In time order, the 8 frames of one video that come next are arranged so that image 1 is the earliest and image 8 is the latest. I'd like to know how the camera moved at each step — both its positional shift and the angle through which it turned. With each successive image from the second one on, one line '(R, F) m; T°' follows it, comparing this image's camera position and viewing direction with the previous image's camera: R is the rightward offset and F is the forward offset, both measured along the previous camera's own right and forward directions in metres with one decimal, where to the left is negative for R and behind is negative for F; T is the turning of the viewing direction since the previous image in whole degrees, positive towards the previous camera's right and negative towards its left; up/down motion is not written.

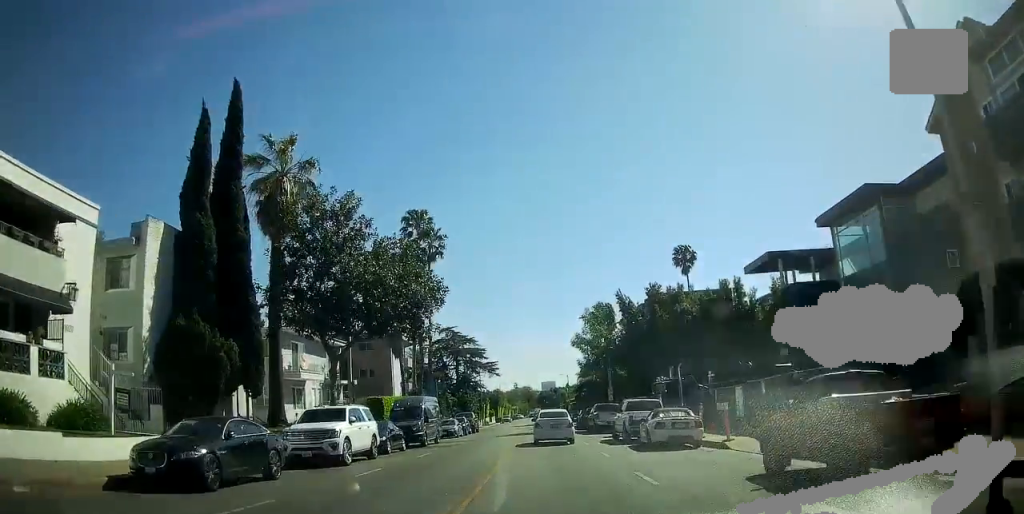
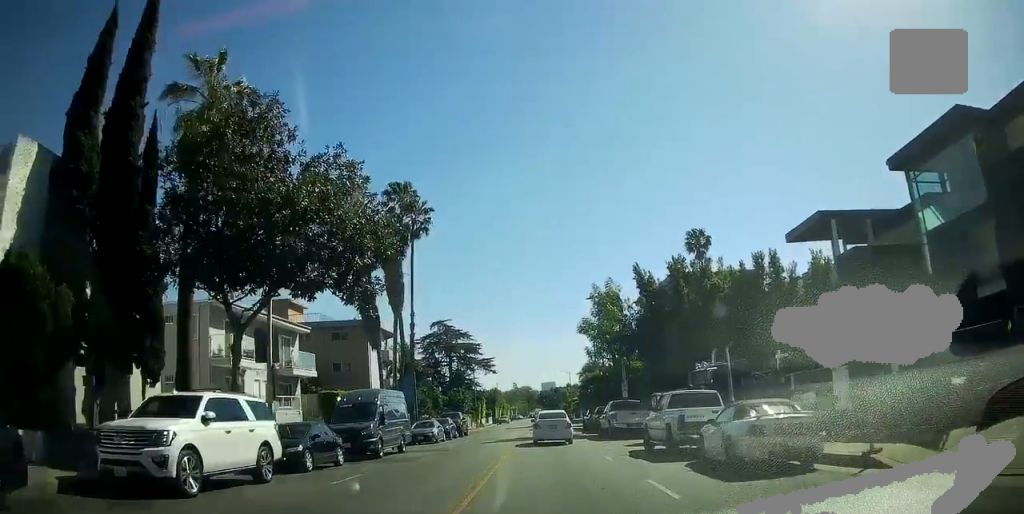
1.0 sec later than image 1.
(0.0, +10.7) m; 0°
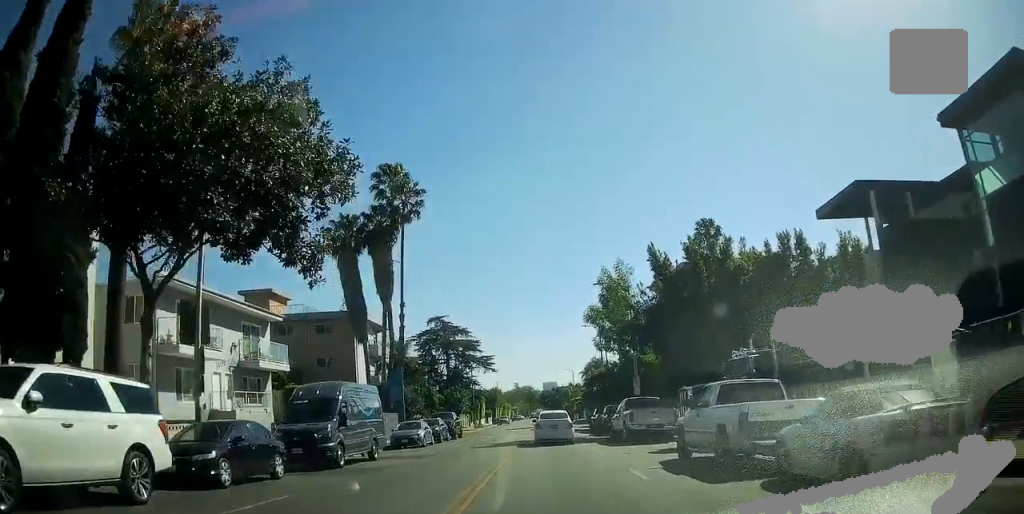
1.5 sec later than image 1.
(0.0, +5.7) m; 0°
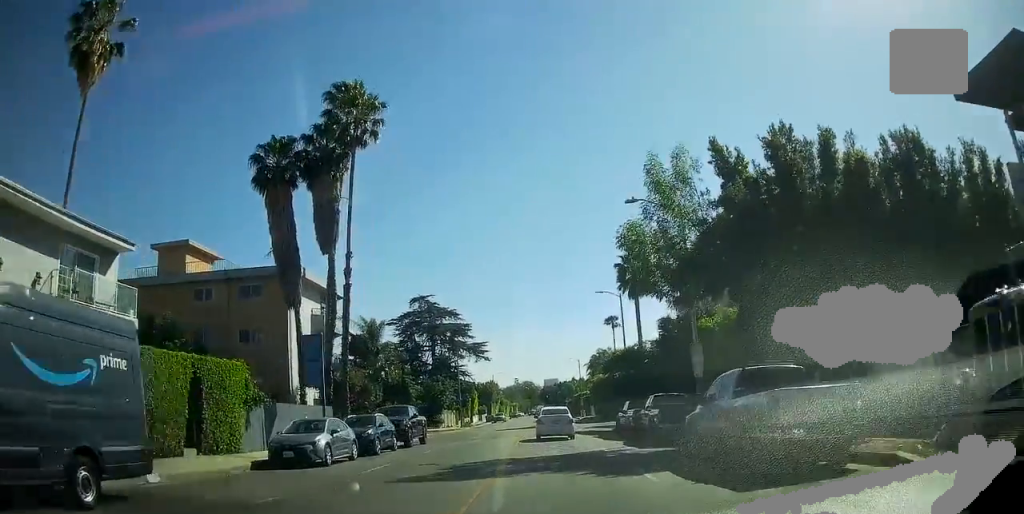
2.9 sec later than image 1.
(0.0, +16.0) m; 0°
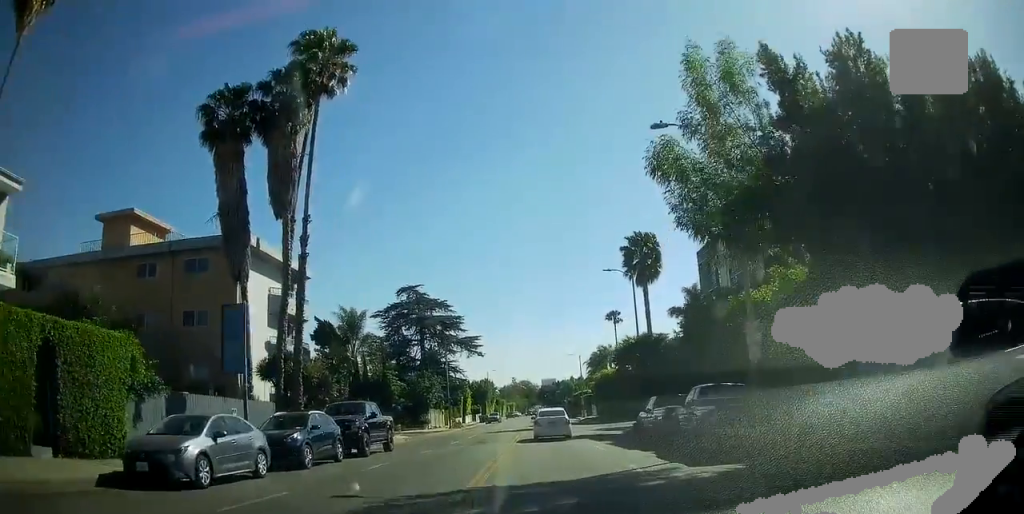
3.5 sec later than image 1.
(0.0, +6.9) m; 0°
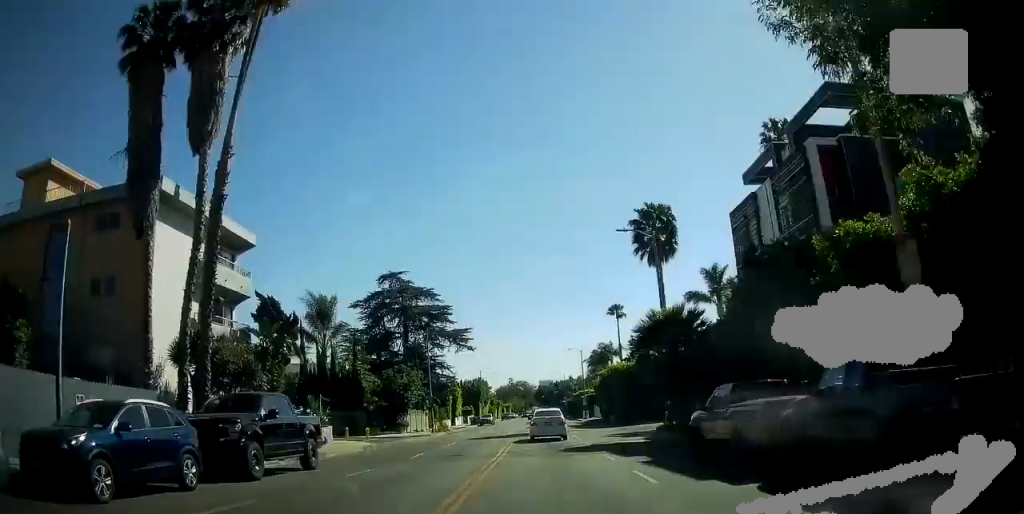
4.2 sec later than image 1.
(0.0, +8.8) m; 0°
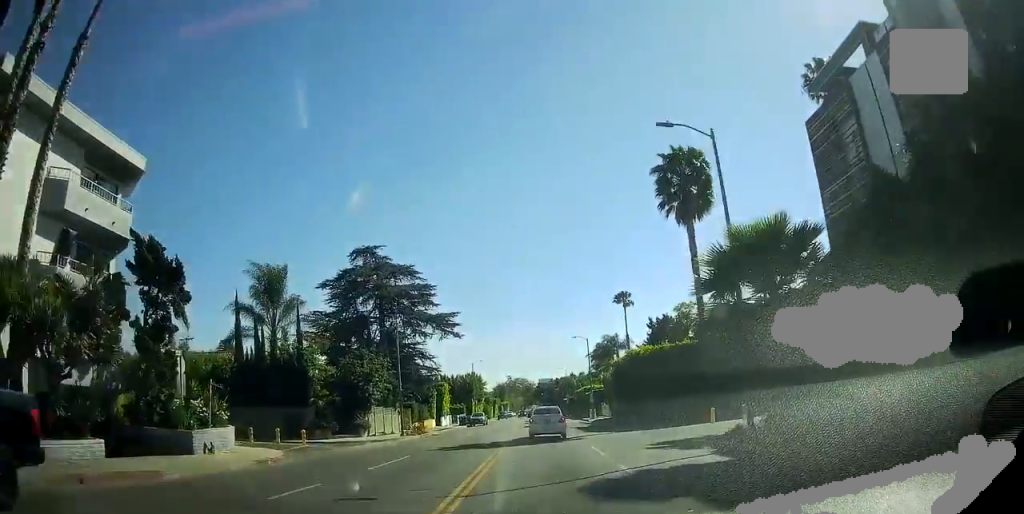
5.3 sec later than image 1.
(0.0, +11.5) m; -2°
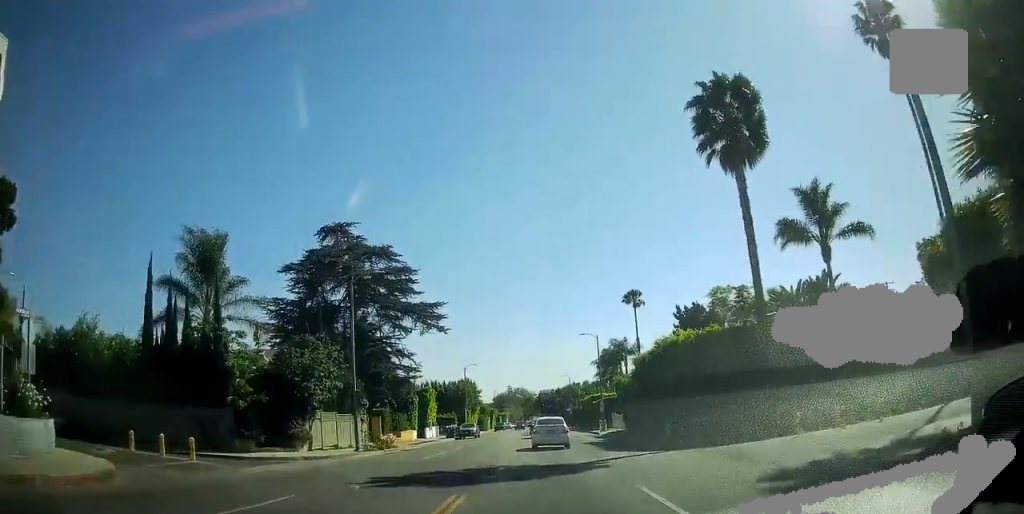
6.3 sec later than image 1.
(-0.3, +10.7) m; -6°
